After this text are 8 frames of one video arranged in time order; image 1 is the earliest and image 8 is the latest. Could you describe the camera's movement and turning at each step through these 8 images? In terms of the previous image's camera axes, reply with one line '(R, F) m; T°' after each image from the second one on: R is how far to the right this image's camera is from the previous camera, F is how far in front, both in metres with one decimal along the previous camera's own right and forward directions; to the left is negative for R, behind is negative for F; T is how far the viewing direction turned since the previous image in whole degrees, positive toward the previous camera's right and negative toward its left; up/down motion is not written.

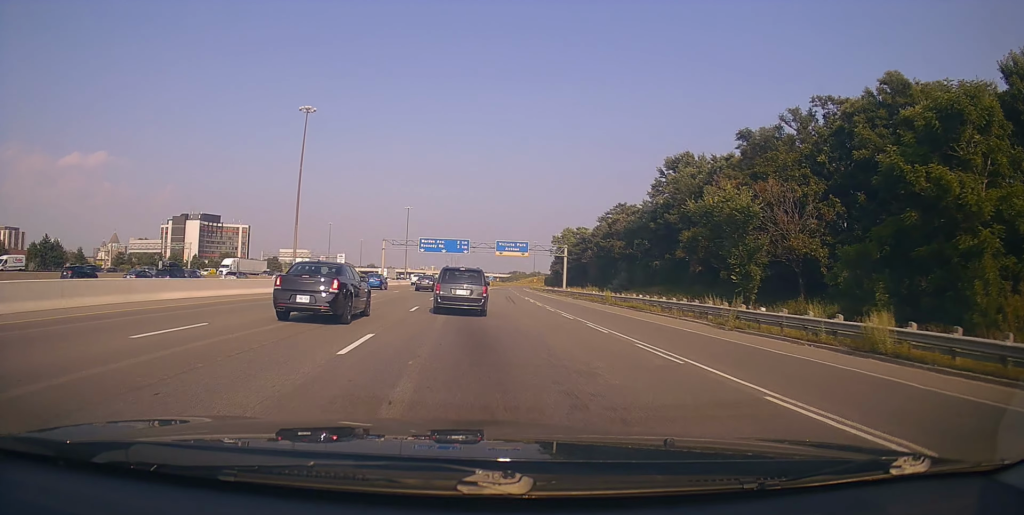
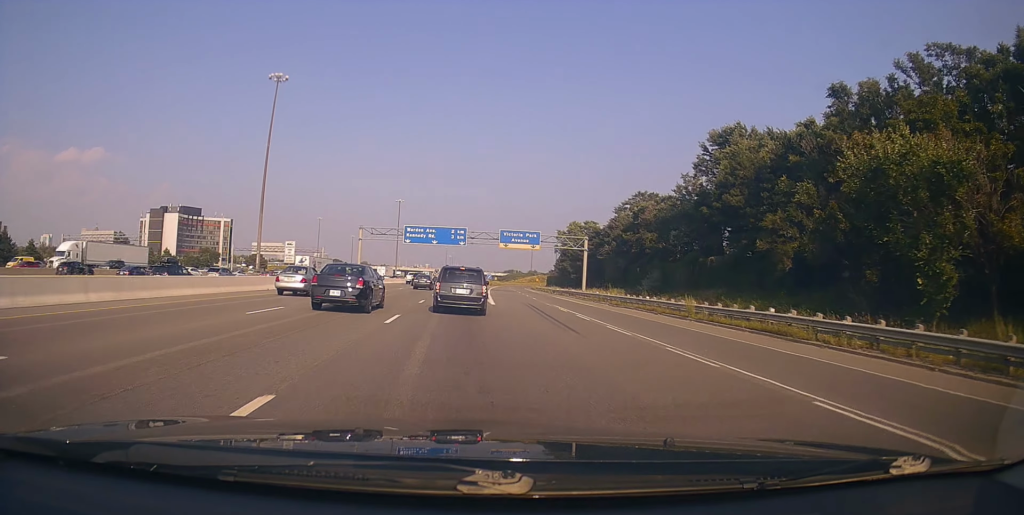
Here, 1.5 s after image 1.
(+0.7, +17.9) m; +4°
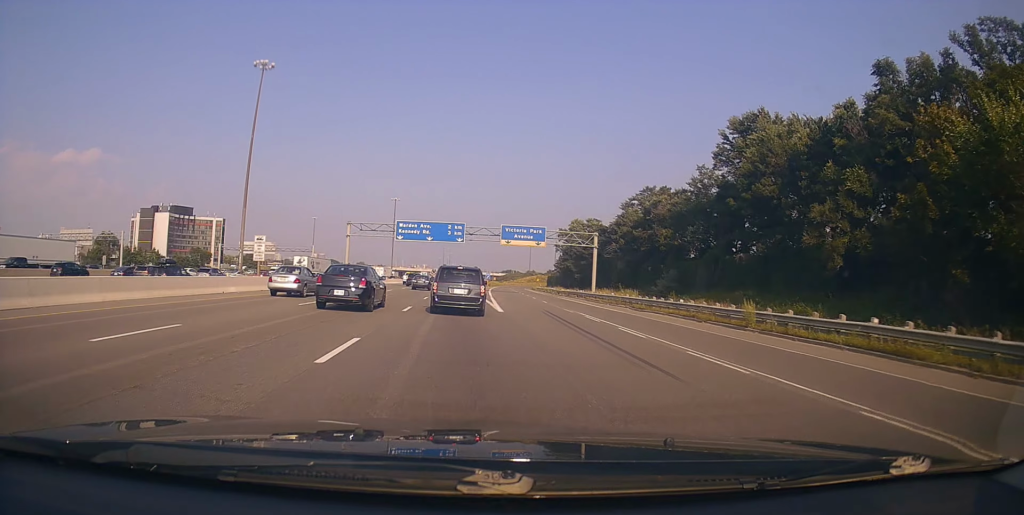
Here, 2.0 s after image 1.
(0.0, +6.8) m; -1°
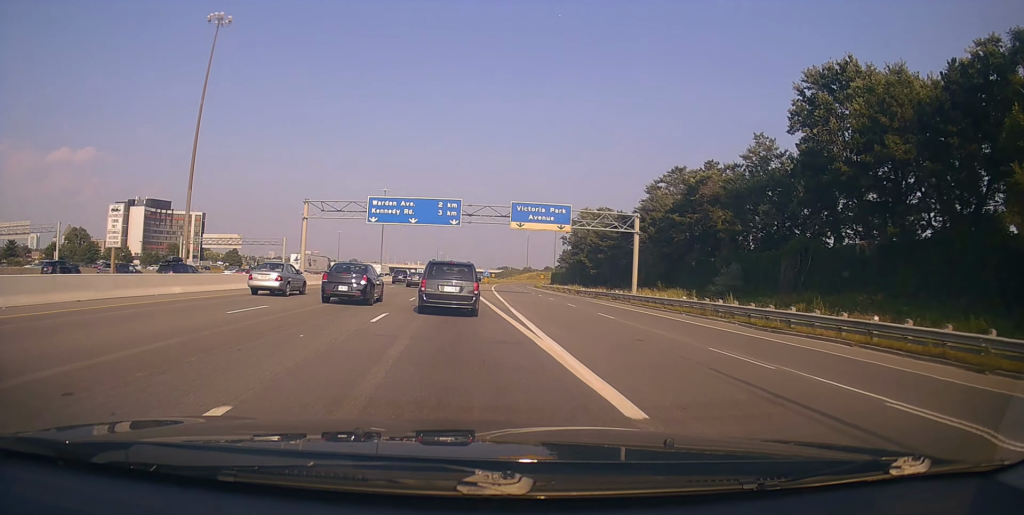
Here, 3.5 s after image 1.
(-0.6, +18.6) m; -1°
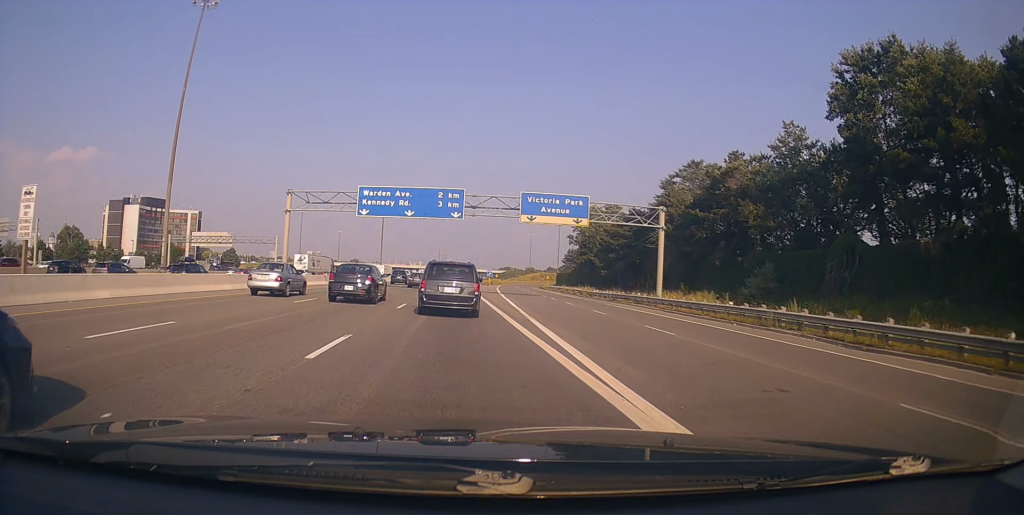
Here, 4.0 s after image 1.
(+0.3, +6.6) m; 0°
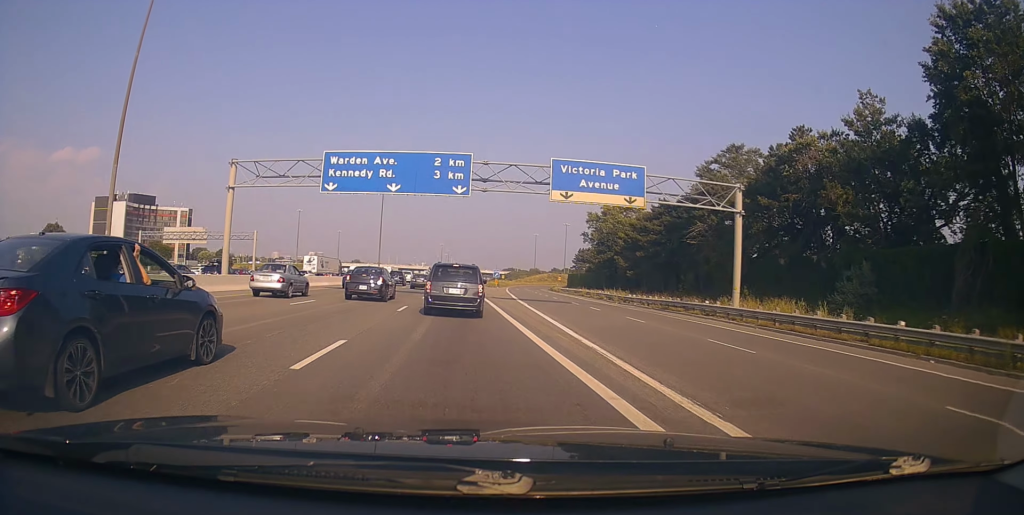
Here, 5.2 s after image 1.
(-0.1, +14.0) m; 0°
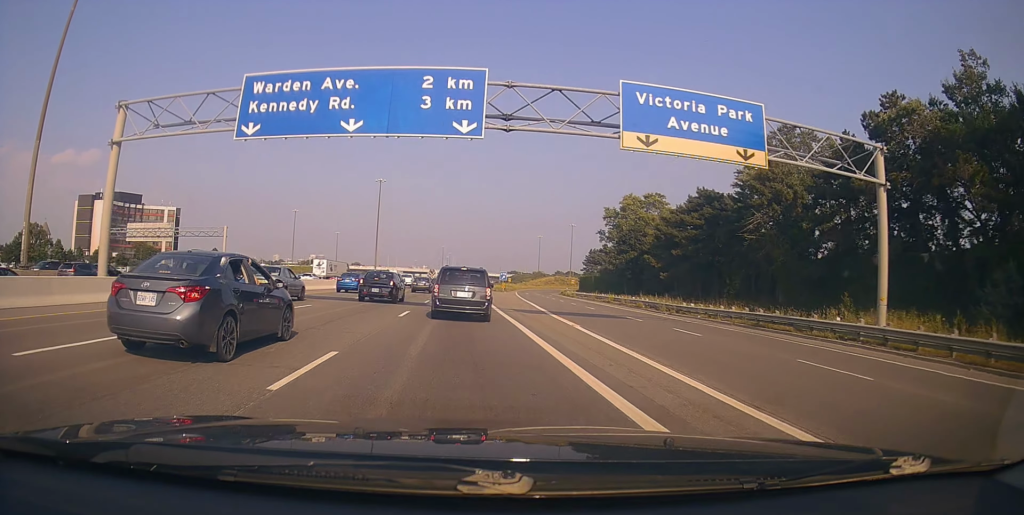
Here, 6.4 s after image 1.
(+0.3, +13.5) m; 0°
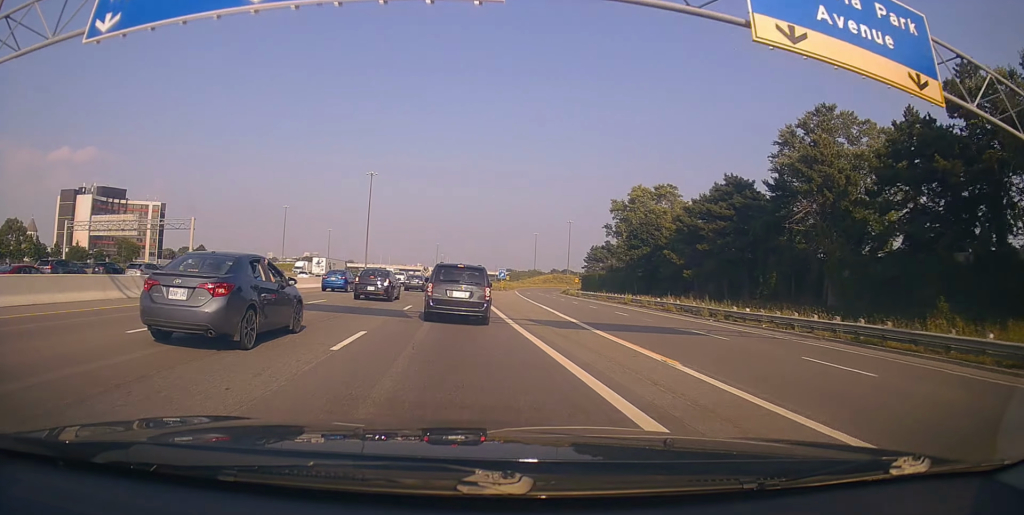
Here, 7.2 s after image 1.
(-0.4, +8.9) m; 0°
